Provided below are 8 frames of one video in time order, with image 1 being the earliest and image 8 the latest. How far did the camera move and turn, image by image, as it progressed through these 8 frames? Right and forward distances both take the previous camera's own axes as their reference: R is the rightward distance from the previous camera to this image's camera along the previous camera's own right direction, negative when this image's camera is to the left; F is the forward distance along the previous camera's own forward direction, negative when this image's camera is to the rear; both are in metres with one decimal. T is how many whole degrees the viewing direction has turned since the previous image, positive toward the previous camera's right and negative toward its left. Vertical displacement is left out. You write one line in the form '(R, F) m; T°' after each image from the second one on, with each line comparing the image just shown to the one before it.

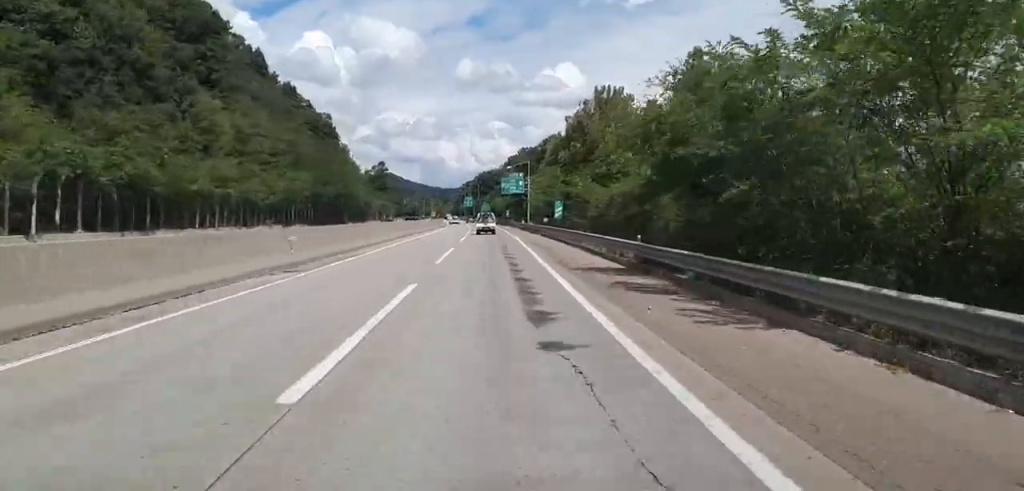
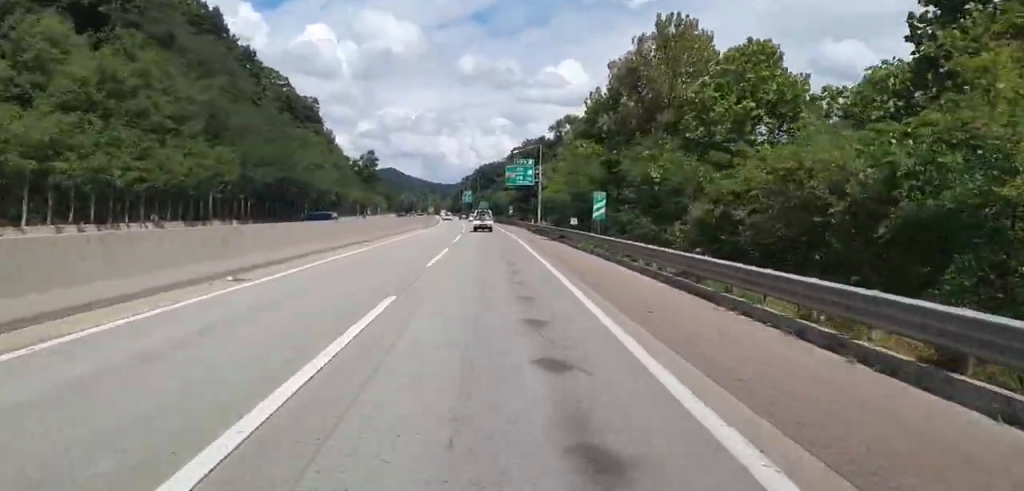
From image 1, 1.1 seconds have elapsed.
(-0.5, +24.6) m; -1°
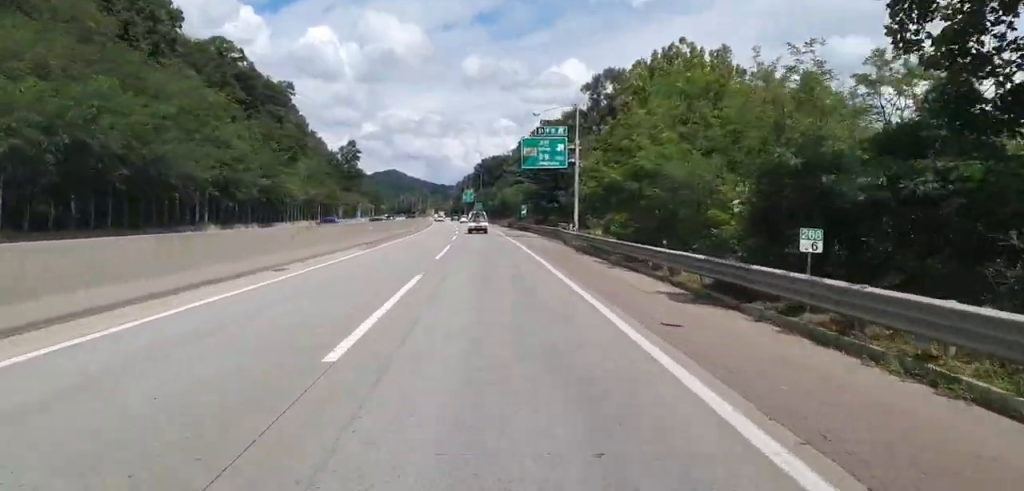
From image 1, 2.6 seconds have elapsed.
(+0.6, +35.5) m; 0°
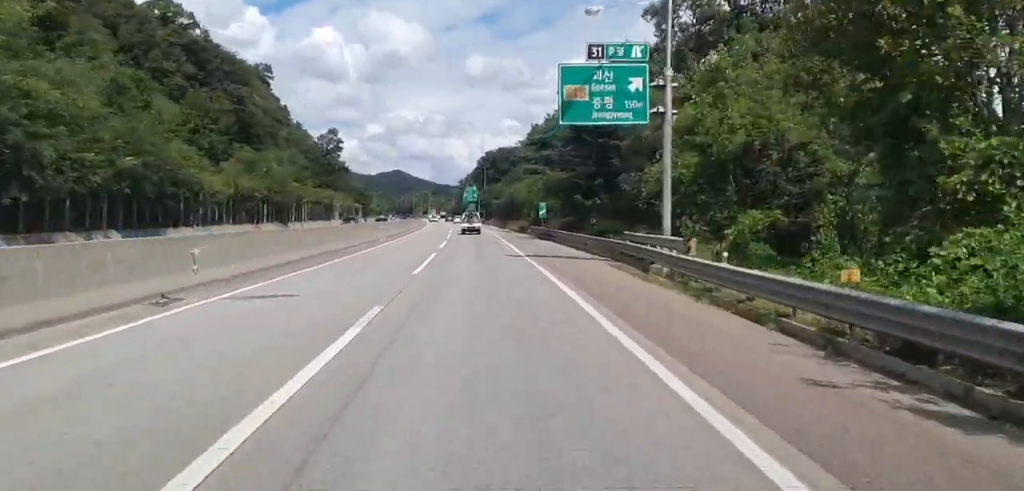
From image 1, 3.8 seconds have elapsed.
(-0.4, +27.9) m; -1°
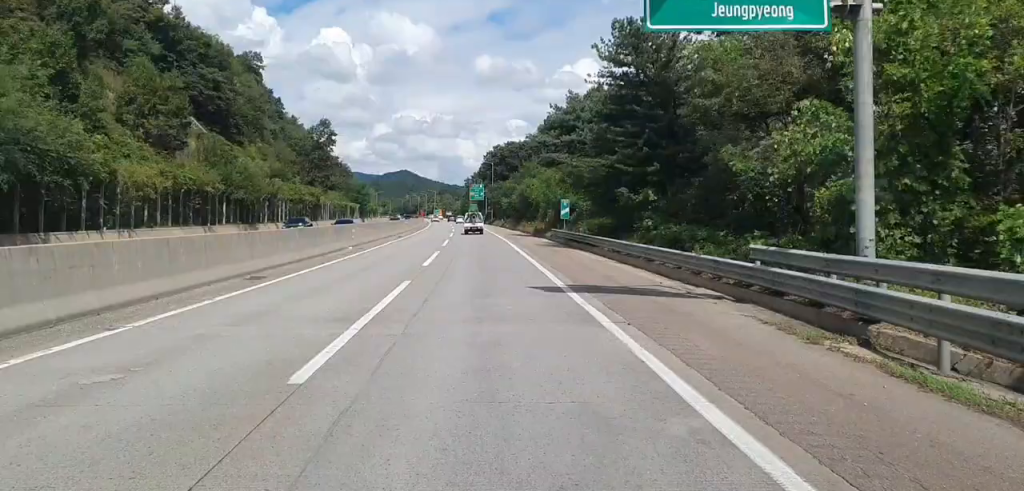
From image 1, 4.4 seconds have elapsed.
(+0.1, +14.7) m; 0°
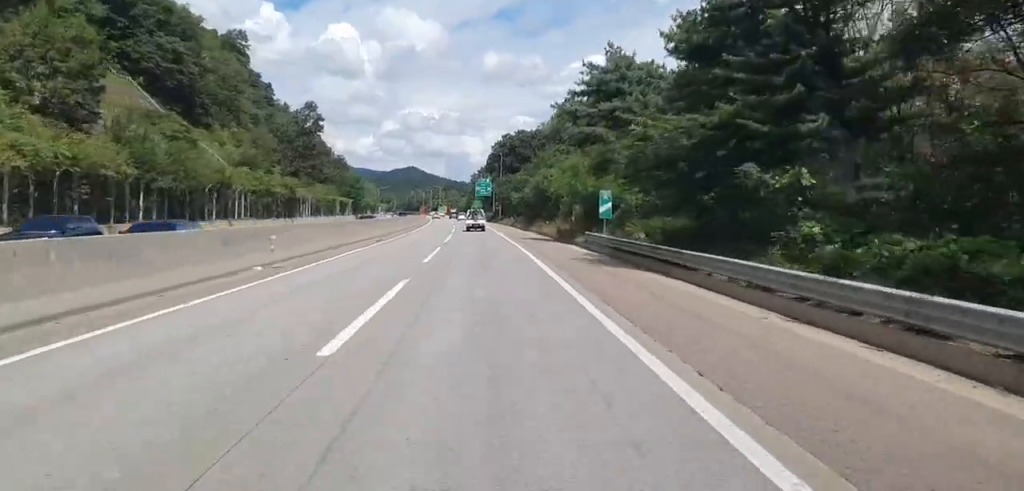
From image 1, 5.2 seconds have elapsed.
(+0.3, +17.0) m; -1°
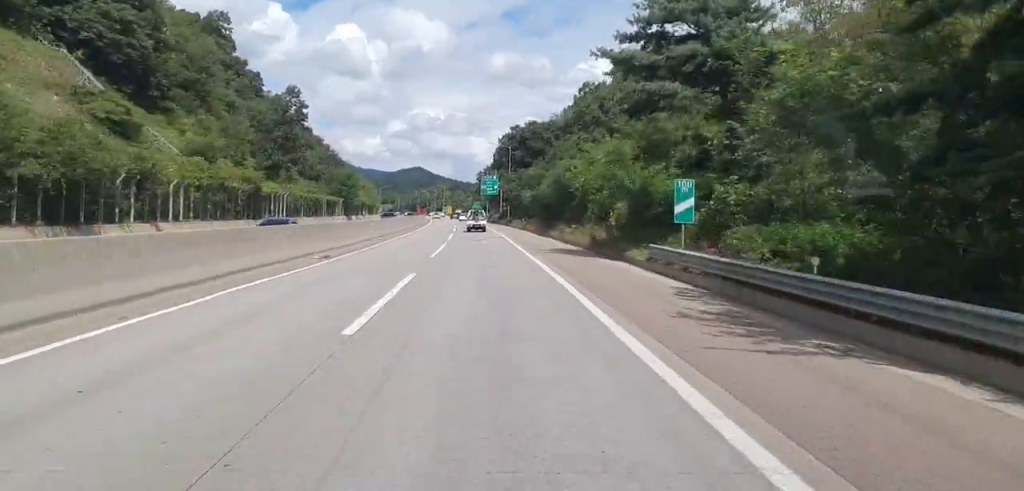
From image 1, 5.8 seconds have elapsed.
(-0.5, +15.6) m; -1°
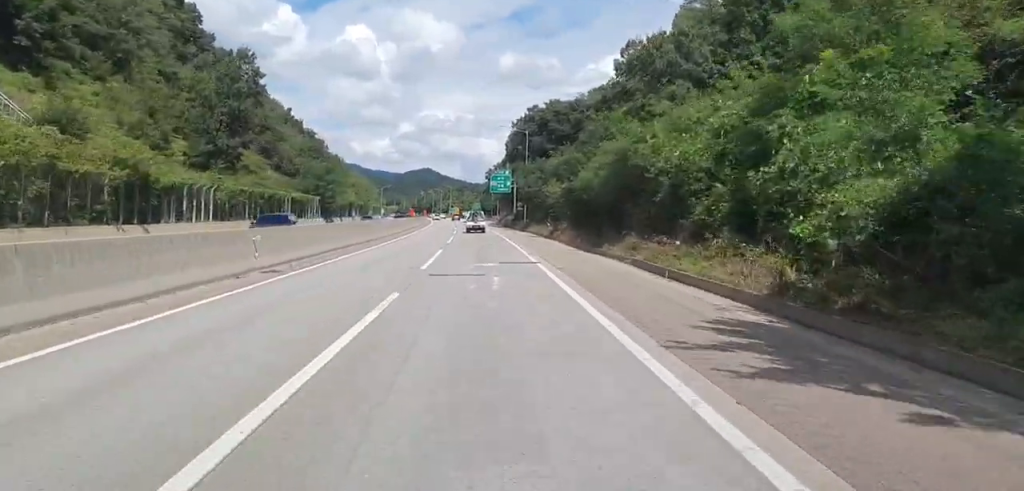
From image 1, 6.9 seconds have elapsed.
(-0.2, +25.7) m; +1°
